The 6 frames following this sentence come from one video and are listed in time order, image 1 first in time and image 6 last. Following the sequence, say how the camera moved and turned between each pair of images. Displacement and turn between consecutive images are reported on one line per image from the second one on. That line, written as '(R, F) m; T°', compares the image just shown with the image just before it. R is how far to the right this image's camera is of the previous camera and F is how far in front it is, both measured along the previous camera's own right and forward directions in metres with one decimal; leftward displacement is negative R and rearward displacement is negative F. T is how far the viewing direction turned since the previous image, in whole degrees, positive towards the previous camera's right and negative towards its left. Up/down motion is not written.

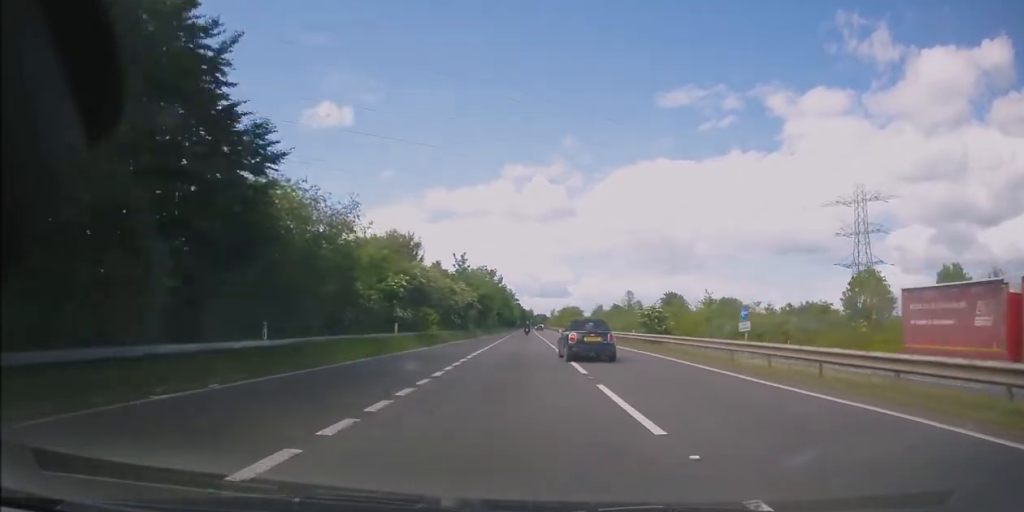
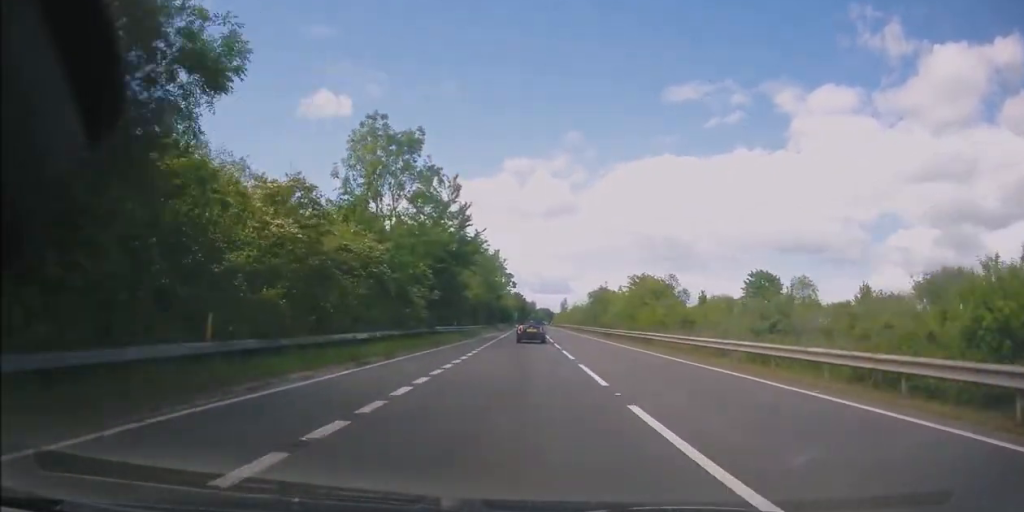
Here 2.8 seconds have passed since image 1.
(-1.0, +73.1) m; 0°
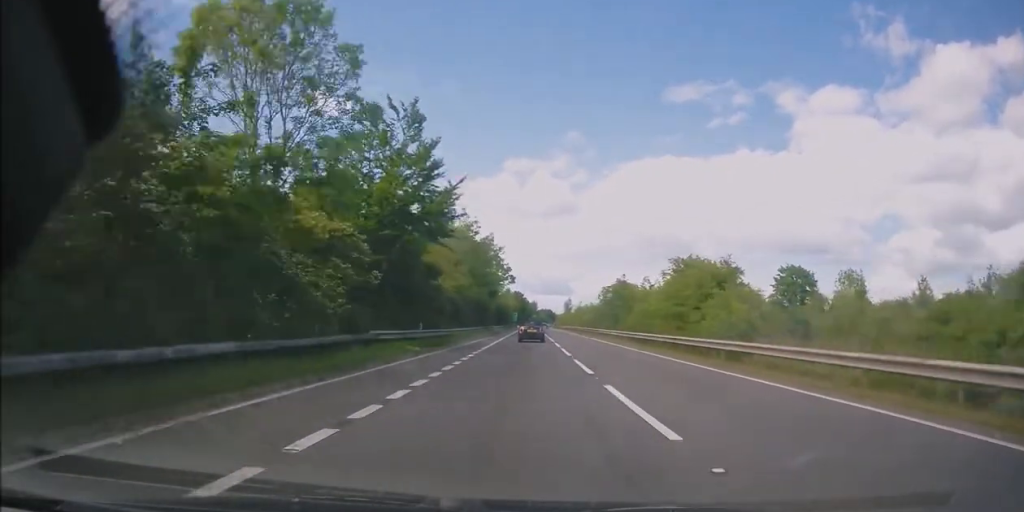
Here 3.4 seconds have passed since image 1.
(+0.2, +14.5) m; 0°
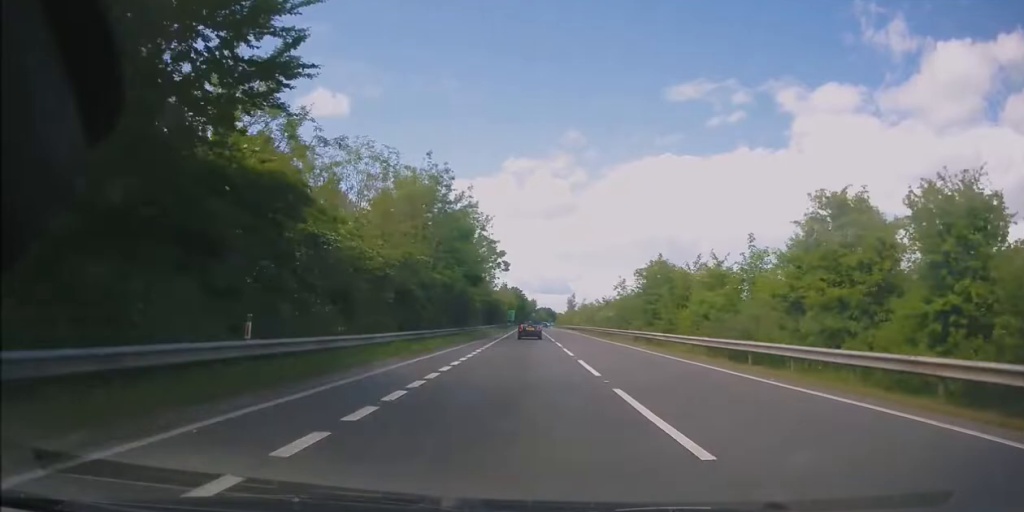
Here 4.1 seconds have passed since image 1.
(0.0, +18.6) m; 0°
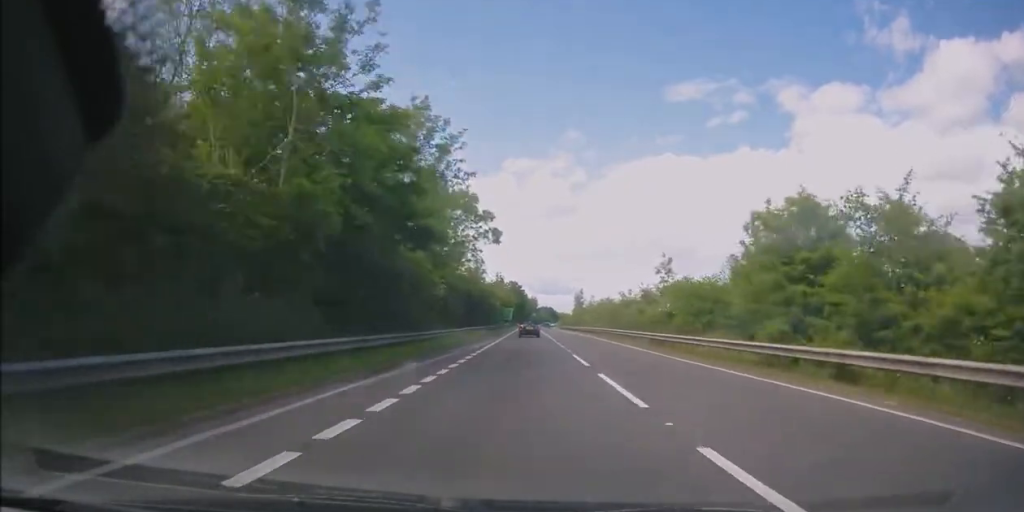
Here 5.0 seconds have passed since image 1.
(-0.1, +22.7) m; 0°
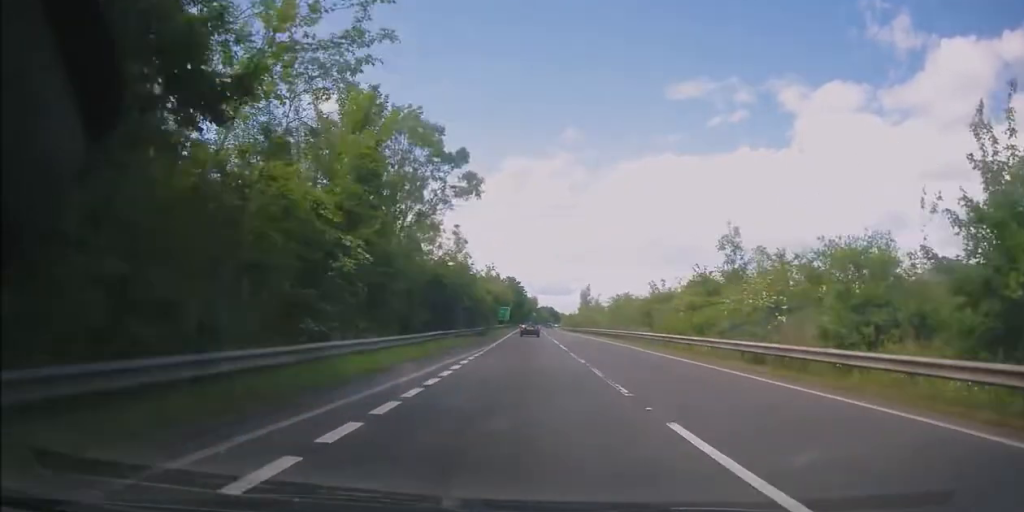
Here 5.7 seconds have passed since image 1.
(-0.1, +15.9) m; 0°
